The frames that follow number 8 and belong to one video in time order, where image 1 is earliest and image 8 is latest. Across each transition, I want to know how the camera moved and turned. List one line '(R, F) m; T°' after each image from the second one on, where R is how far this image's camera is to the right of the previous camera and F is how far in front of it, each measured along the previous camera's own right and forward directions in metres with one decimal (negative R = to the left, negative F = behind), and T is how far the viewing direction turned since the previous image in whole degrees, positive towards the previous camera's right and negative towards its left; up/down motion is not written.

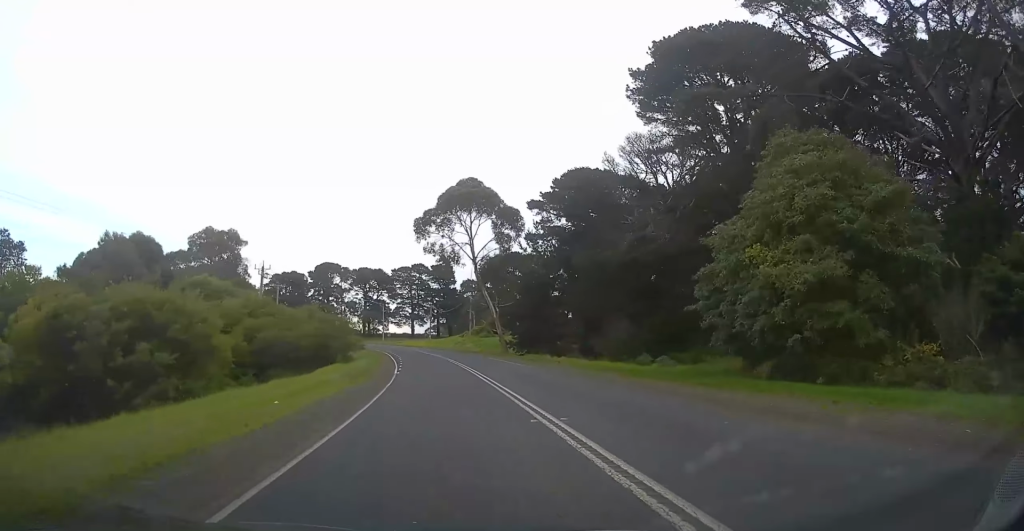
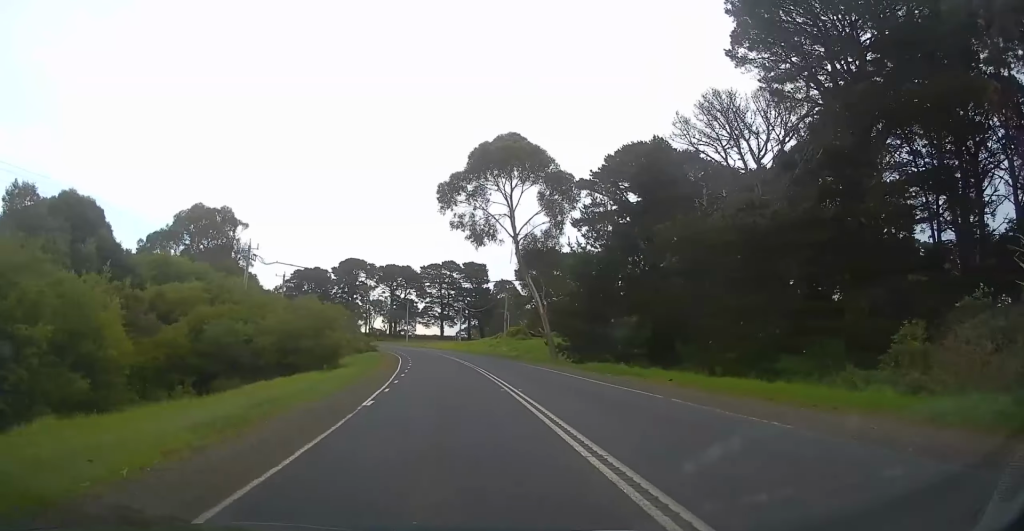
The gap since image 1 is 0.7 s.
(-0.4, +16.2) m; -3°
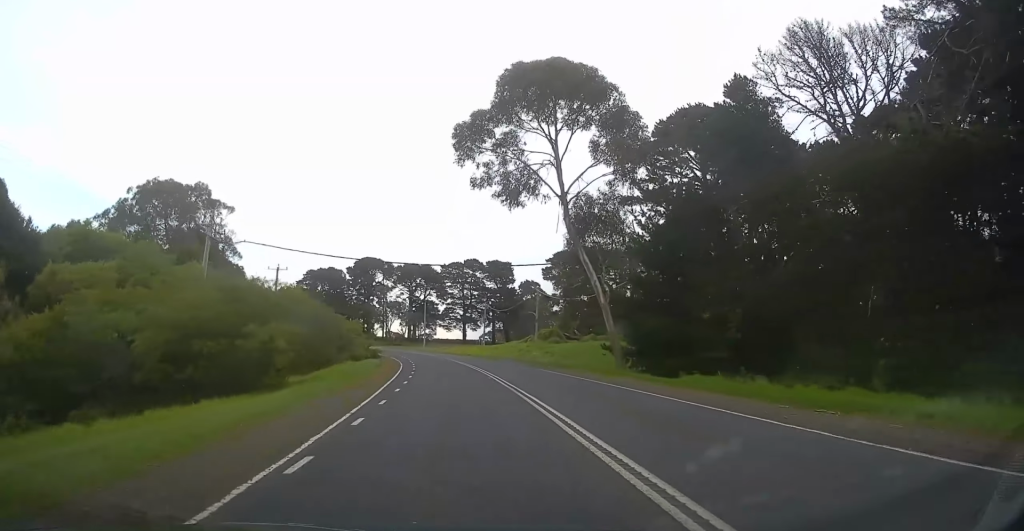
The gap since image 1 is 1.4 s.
(-0.5, +14.8) m; -3°
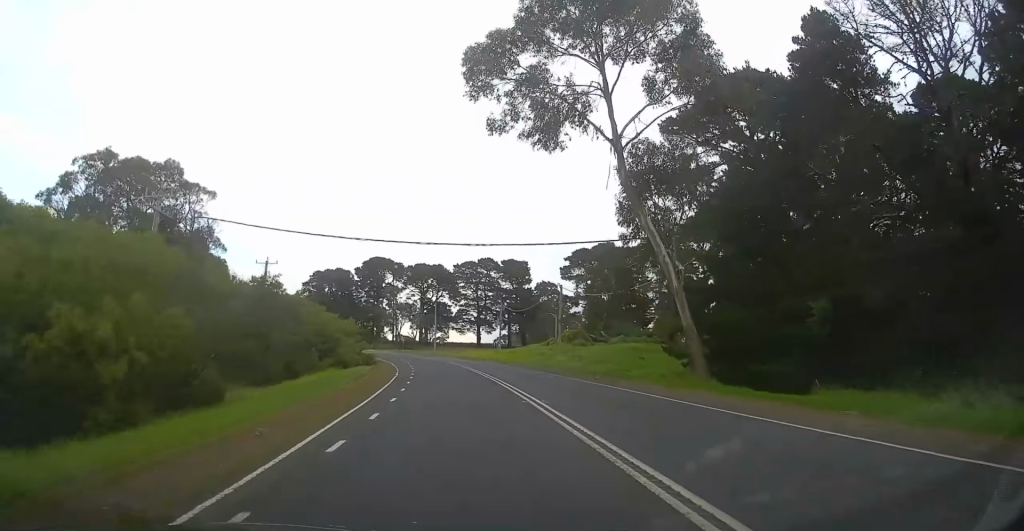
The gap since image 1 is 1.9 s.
(-0.1, +10.6) m; -1°
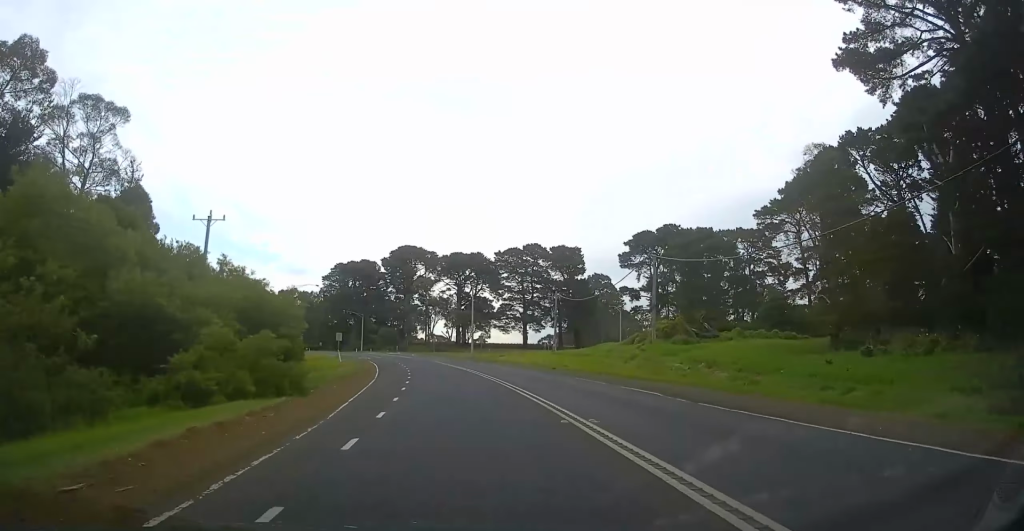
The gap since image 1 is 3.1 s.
(-0.3, +27.3) m; -2°
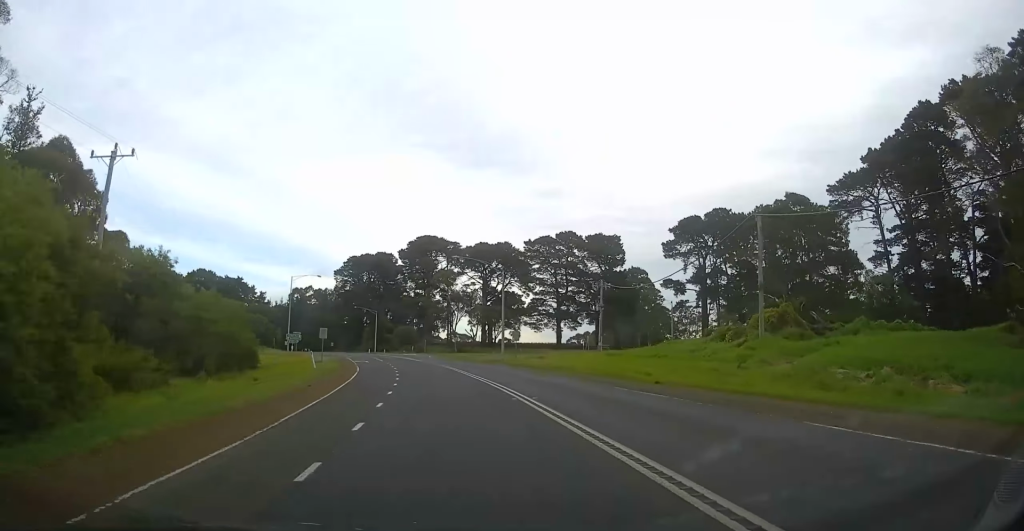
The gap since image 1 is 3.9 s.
(-0.3, +18.0) m; -3°
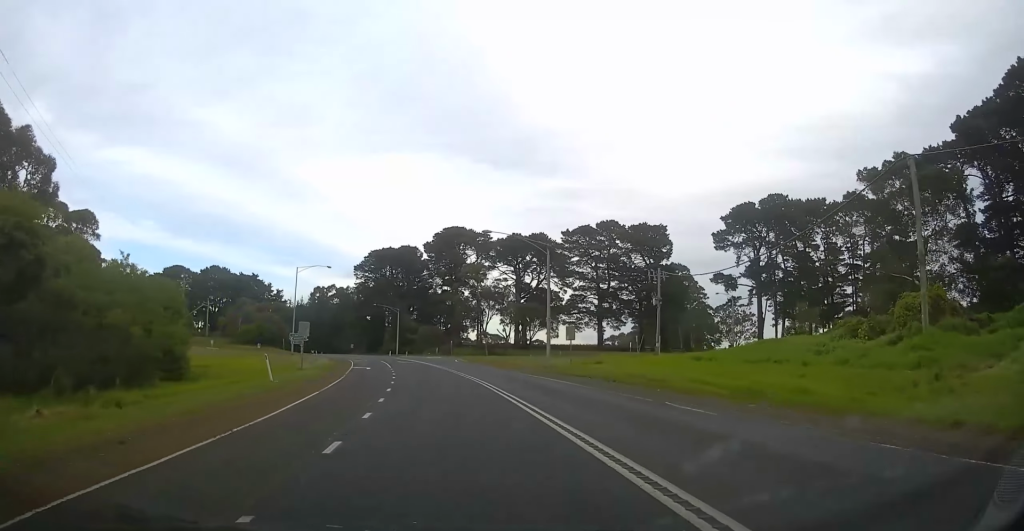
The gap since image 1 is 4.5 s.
(-0.1, +14.4) m; -3°
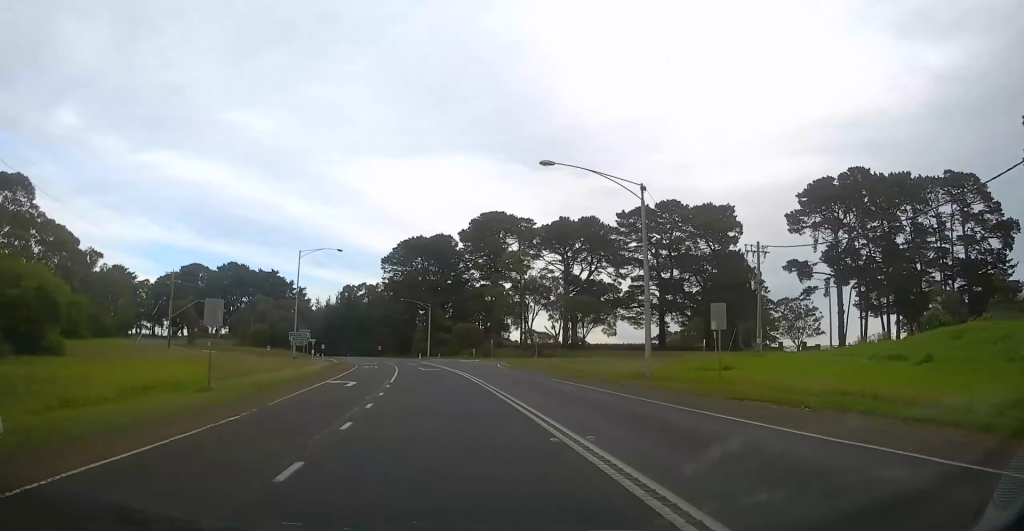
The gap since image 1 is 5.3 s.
(-1.1, +18.1) m; -4°
